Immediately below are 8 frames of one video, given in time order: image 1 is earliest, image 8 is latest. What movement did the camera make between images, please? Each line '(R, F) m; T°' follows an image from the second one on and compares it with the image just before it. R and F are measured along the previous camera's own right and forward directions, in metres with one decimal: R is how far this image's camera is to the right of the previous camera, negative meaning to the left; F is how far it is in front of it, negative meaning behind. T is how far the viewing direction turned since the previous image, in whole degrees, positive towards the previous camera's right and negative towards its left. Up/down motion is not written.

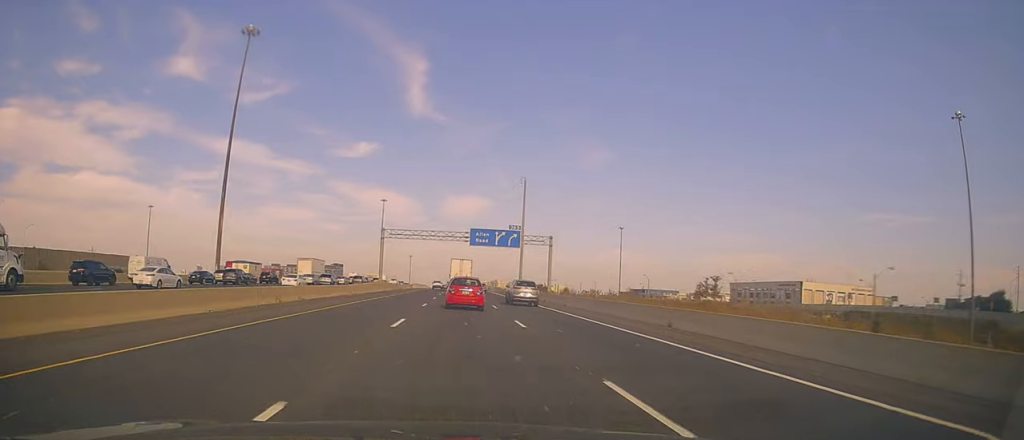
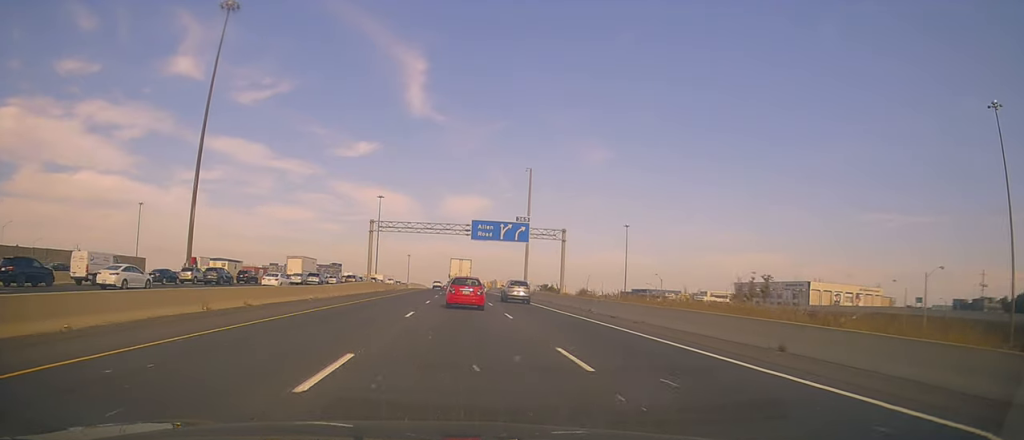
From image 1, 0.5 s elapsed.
(0.0, +8.7) m; 0°
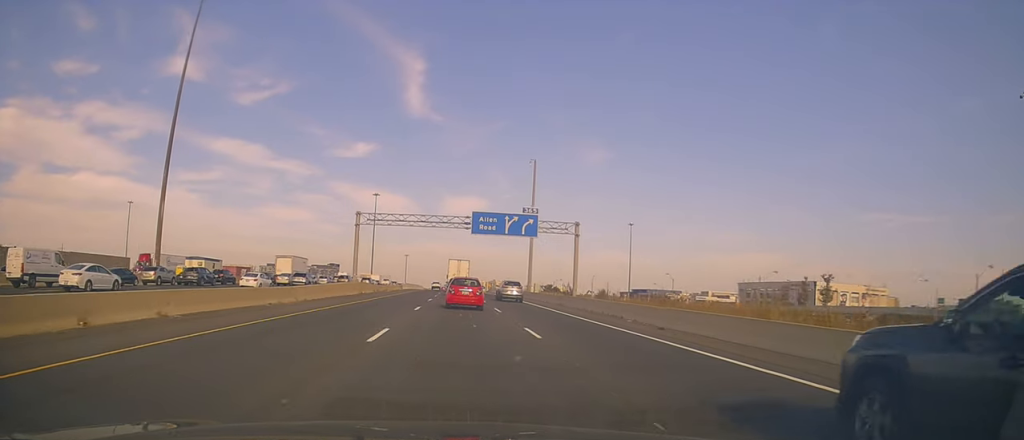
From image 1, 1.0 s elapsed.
(0.0, +7.6) m; 0°
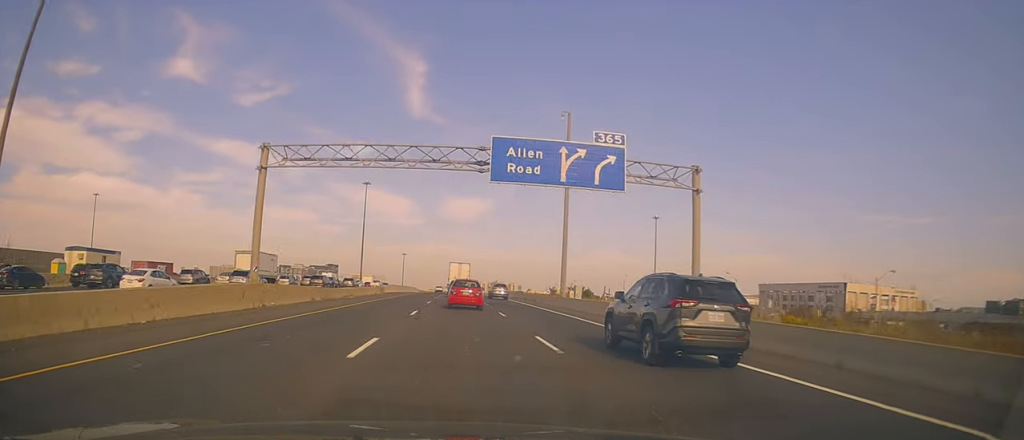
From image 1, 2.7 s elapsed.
(0.0, +27.6) m; 0°
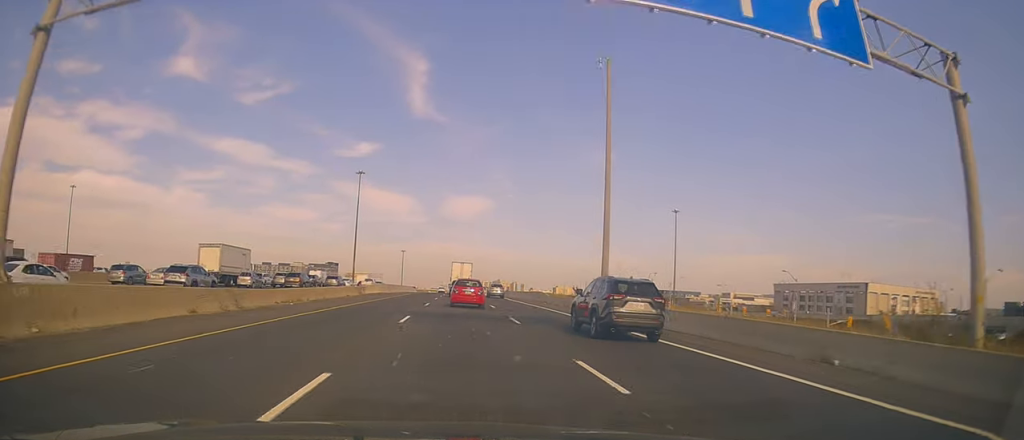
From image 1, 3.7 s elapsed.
(-0.1, +16.6) m; -1°
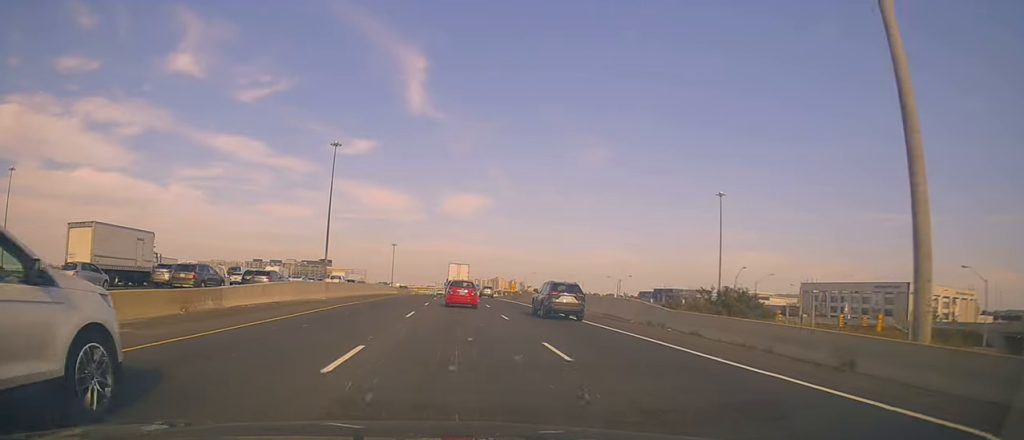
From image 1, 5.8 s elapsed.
(-1.0, +33.8) m; 0°
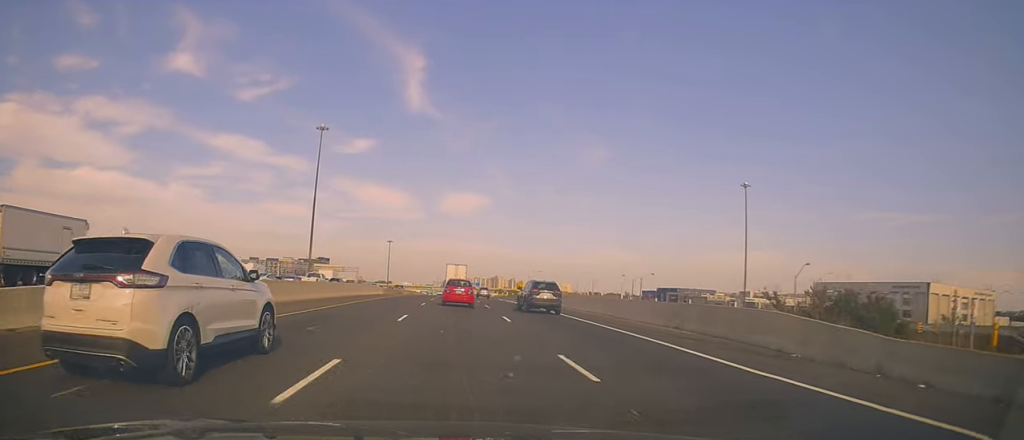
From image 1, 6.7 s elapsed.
(+0.6, +14.3) m; +1°
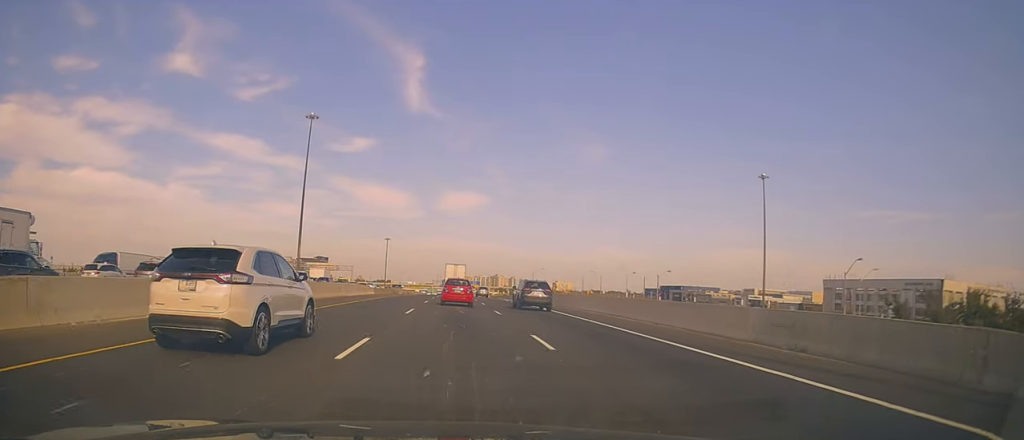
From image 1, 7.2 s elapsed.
(+0.4, +8.8) m; 0°
